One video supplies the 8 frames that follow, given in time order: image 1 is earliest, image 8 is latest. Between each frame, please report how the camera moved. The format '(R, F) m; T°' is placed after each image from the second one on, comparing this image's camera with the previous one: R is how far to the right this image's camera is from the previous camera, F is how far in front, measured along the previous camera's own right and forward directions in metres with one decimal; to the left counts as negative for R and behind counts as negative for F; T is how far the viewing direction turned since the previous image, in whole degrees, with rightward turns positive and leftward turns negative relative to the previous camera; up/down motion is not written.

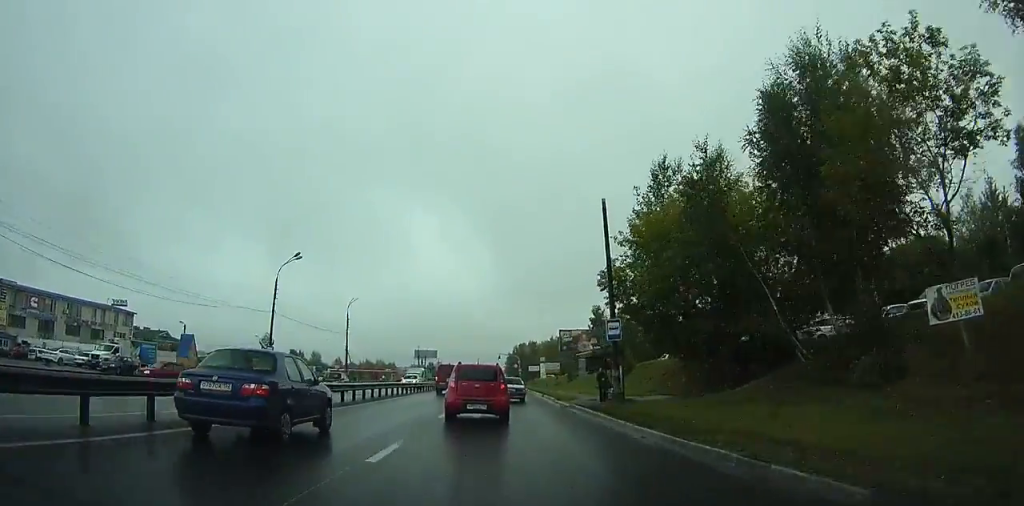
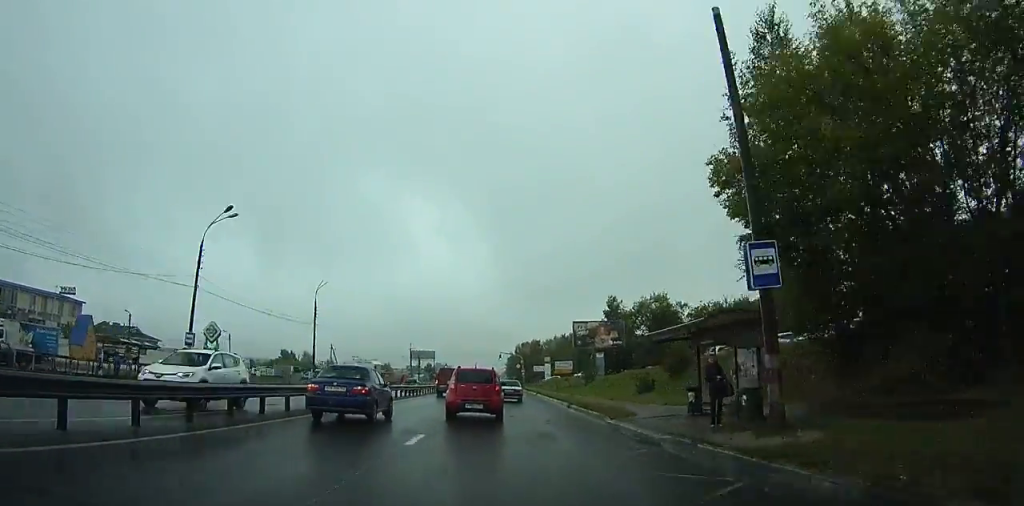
(-0.1, +13.5) m; -1°
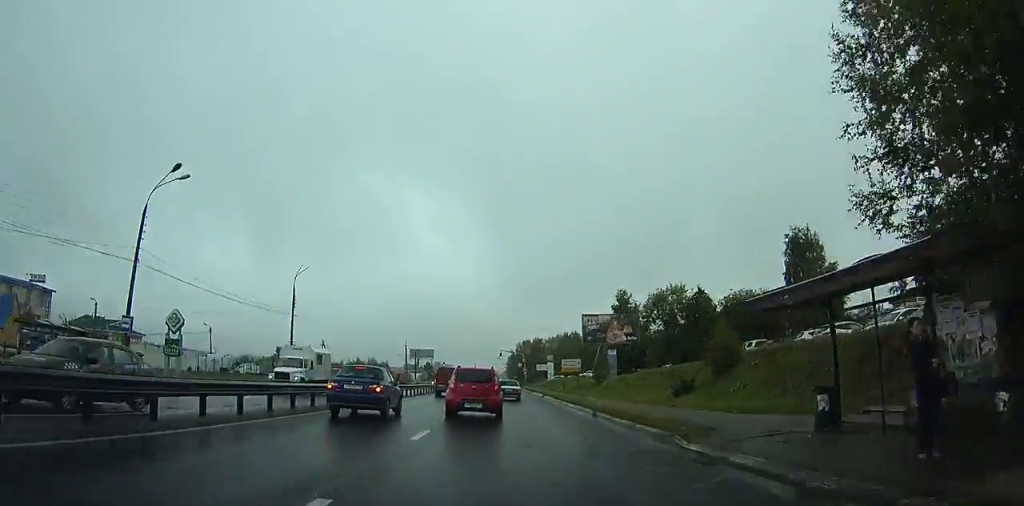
(-0.1, +6.2) m; 0°
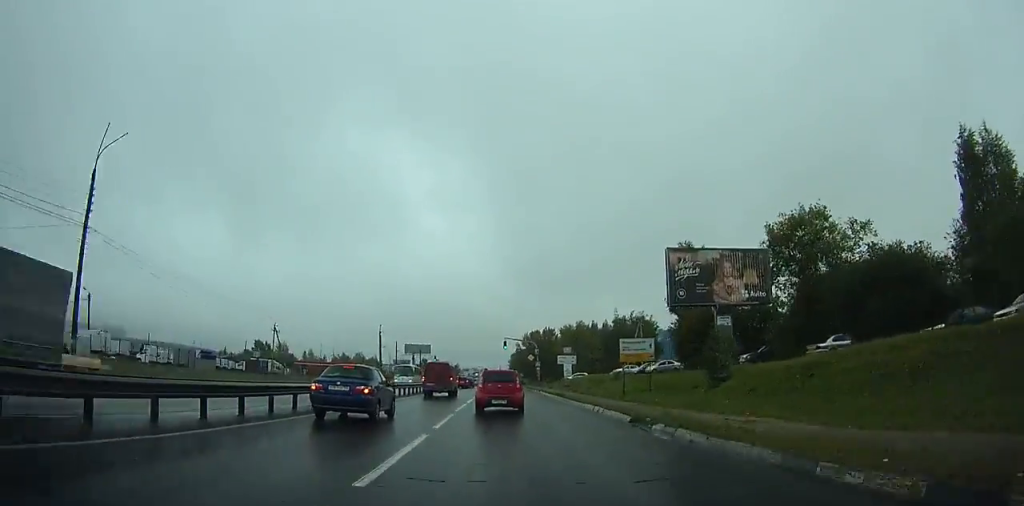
(-0.2, +28.6) m; -1°
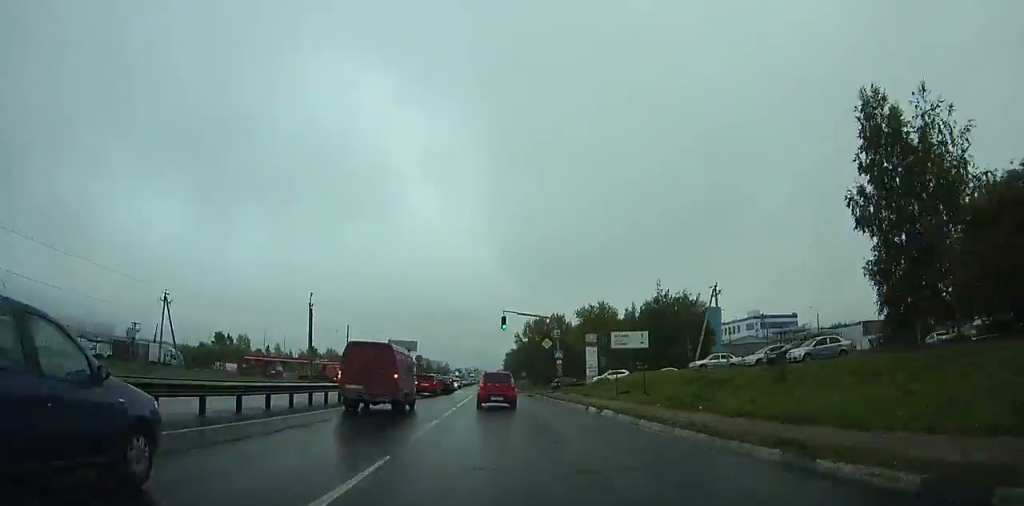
(-0.2, +33.5) m; 0°
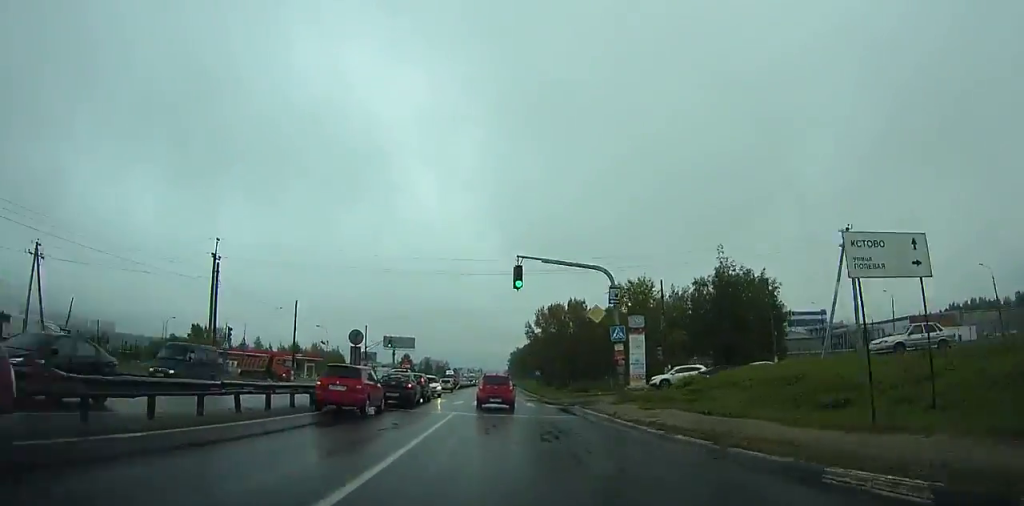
(+0.2, +22.5) m; +1°
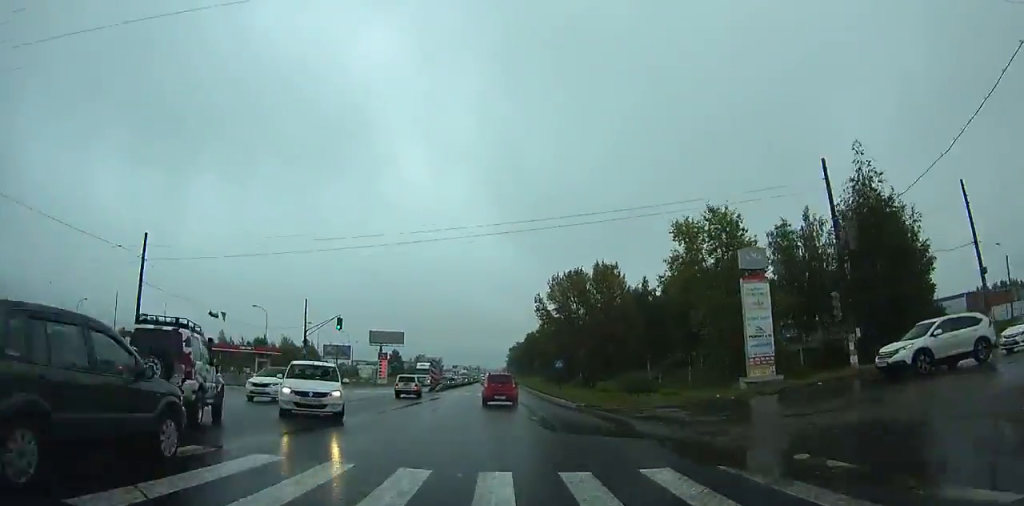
(+0.1, +26.0) m; 0°
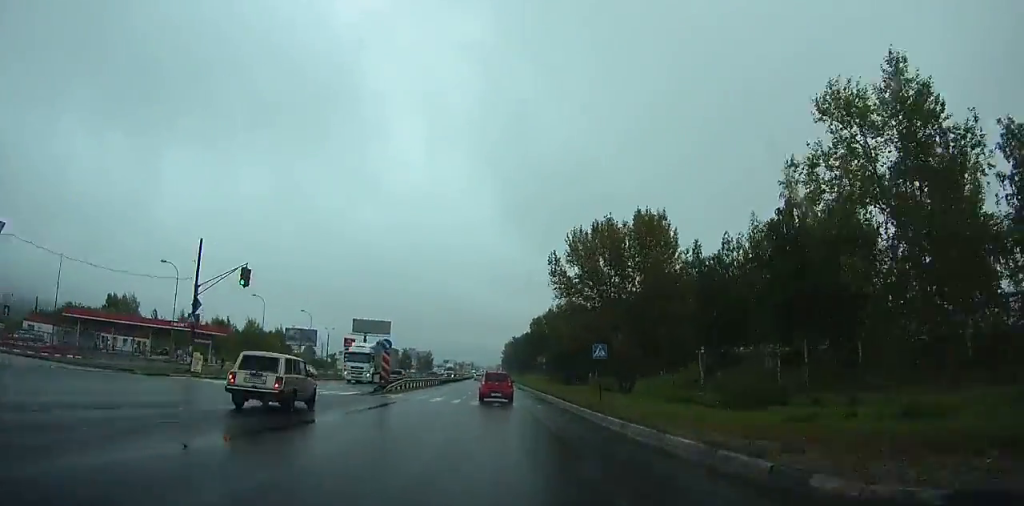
(+0.1, +21.6) m; 0°
